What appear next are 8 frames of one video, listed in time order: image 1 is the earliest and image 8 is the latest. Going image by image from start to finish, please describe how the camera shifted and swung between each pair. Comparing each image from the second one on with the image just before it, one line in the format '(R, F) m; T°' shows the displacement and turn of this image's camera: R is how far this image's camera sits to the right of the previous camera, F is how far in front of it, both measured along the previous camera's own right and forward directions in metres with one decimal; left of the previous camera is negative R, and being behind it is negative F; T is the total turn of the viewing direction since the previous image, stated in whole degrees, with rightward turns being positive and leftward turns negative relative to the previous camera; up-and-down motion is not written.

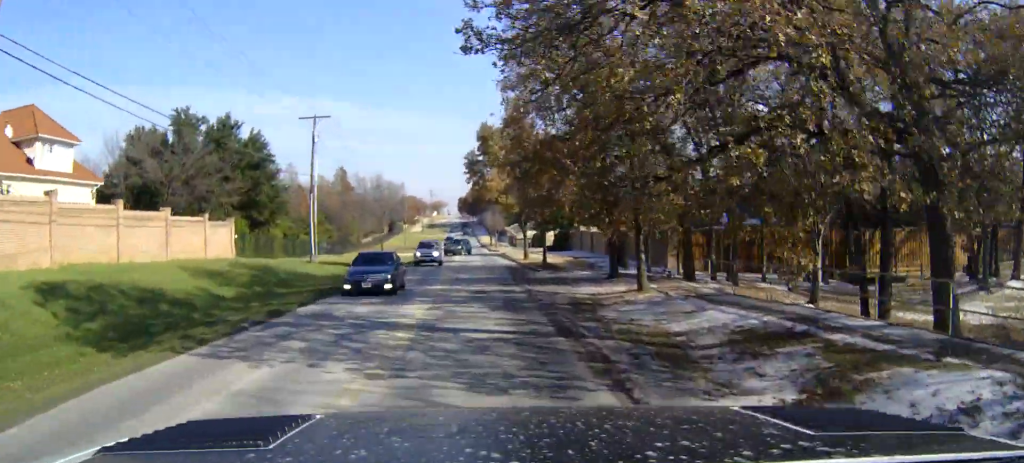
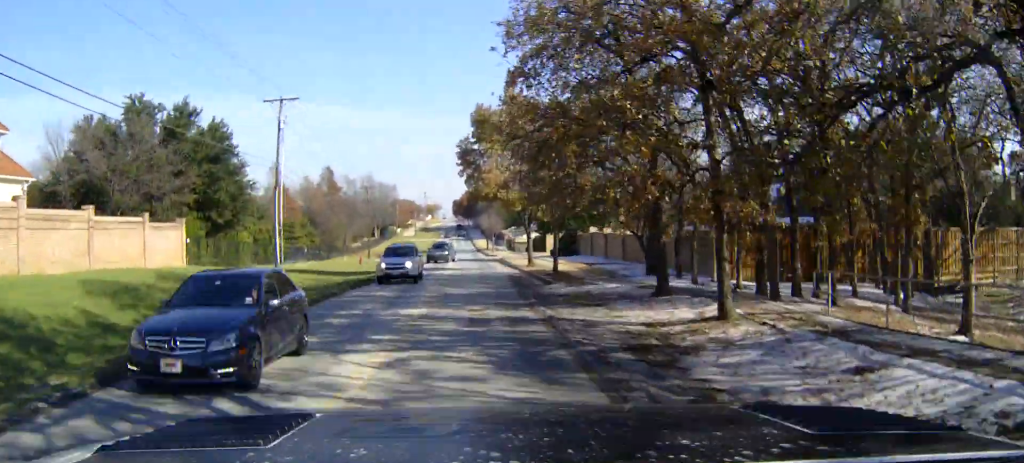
(0.0, +8.3) m; 0°
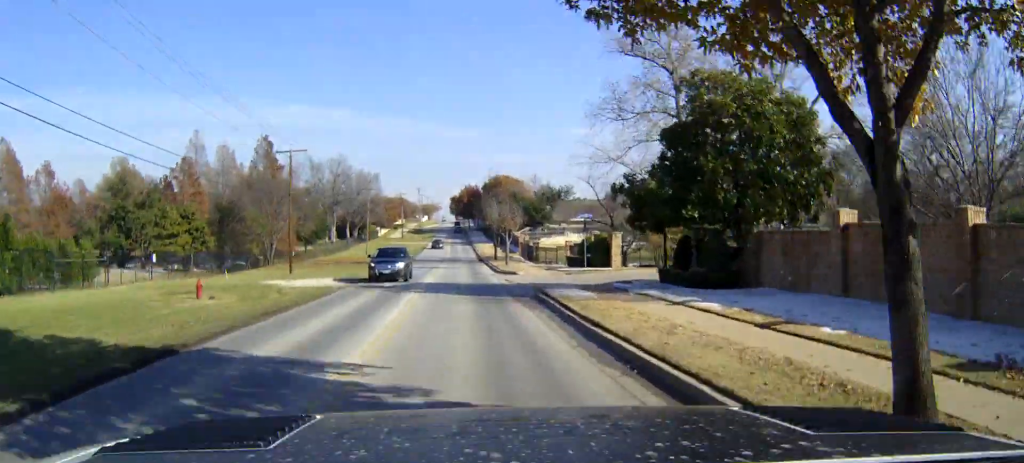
(+0.1, +39.7) m; 0°
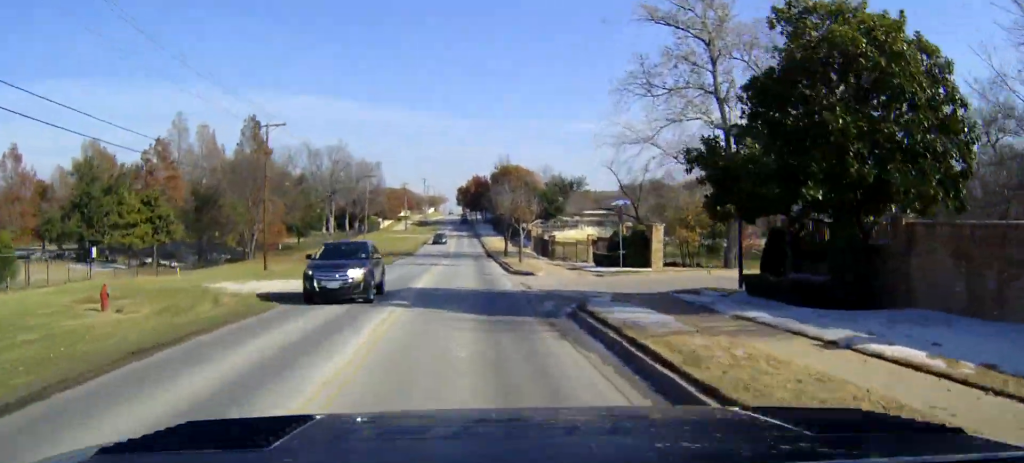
(0.0, +7.9) m; 0°
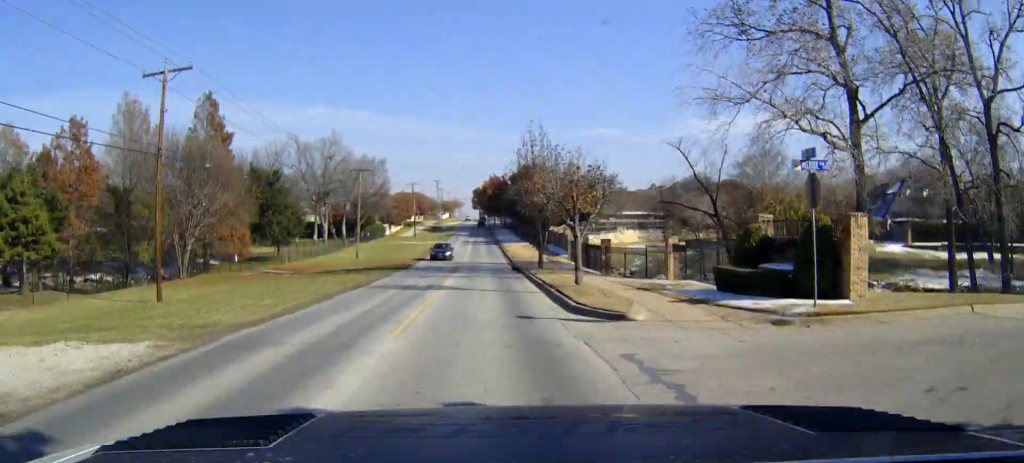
(-0.1, +16.6) m; -1°
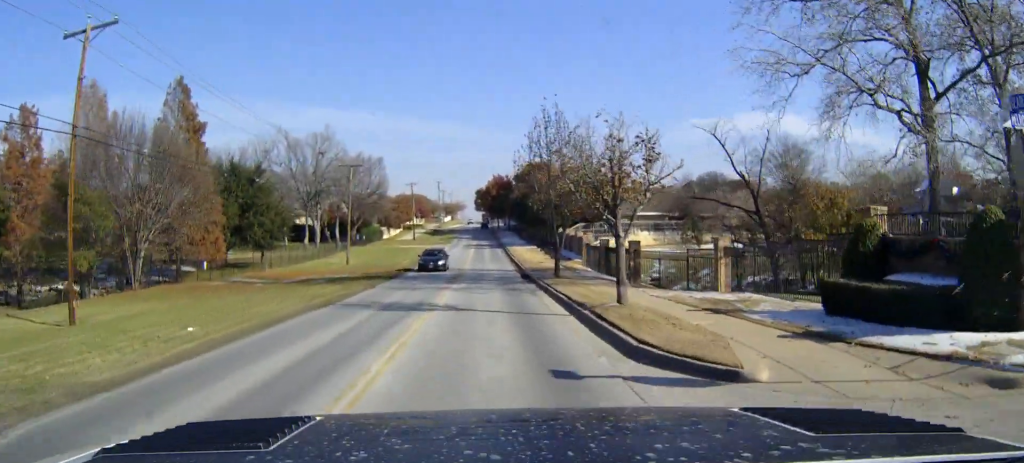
(0.0, +6.1) m; 0°
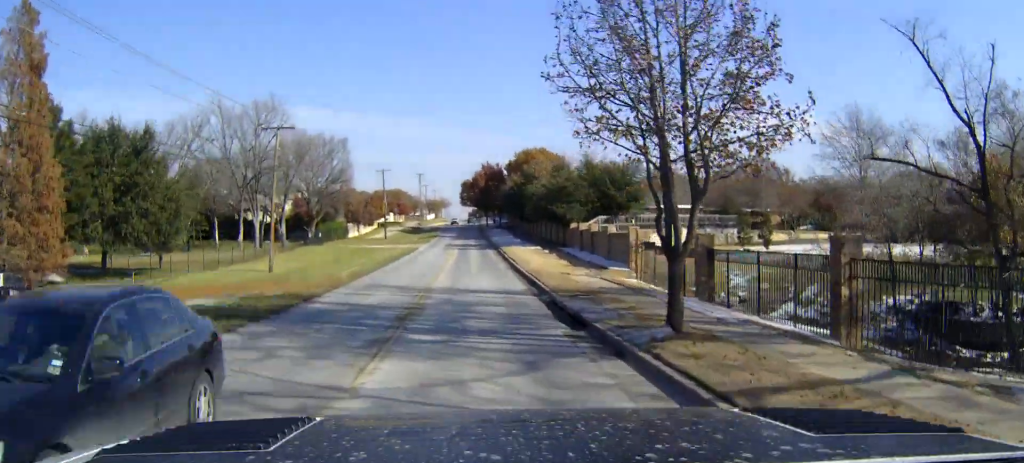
(0.0, +18.4) m; 0°
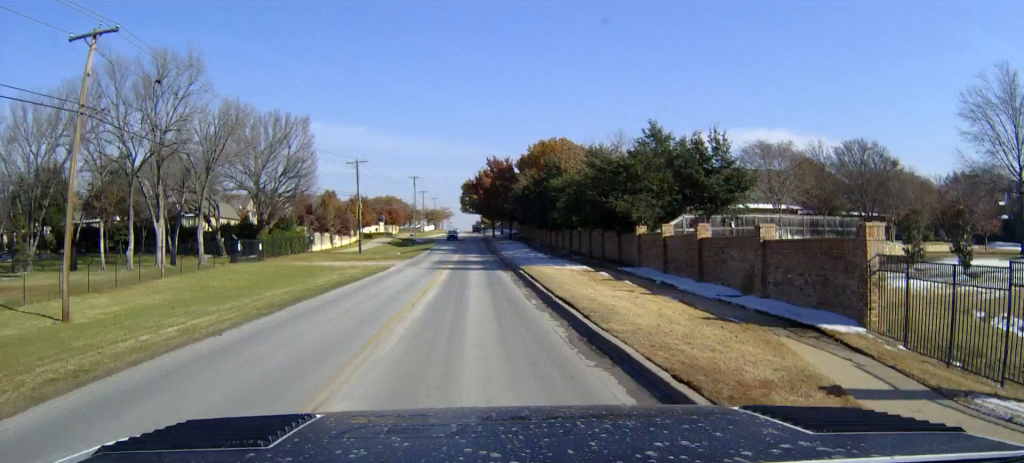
(0.0, +22.7) m; 0°
